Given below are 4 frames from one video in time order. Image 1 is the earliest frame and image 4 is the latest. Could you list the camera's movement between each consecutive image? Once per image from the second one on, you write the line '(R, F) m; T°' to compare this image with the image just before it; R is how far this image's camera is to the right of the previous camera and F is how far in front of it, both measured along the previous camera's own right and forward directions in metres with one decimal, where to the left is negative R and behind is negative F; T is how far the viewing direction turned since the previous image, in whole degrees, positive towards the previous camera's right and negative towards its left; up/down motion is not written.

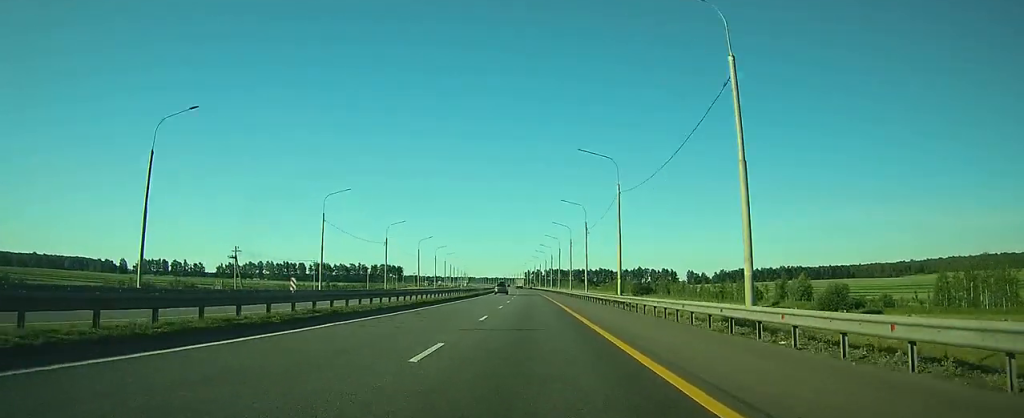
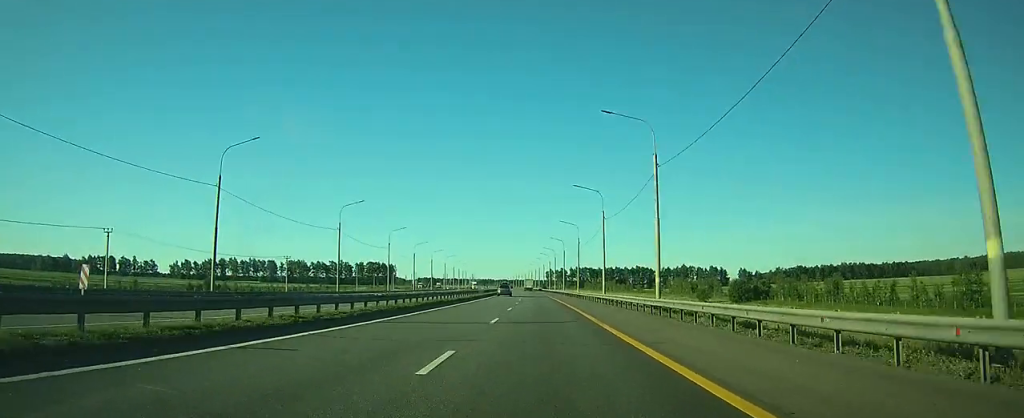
(-1.2, +109.2) m; -1°
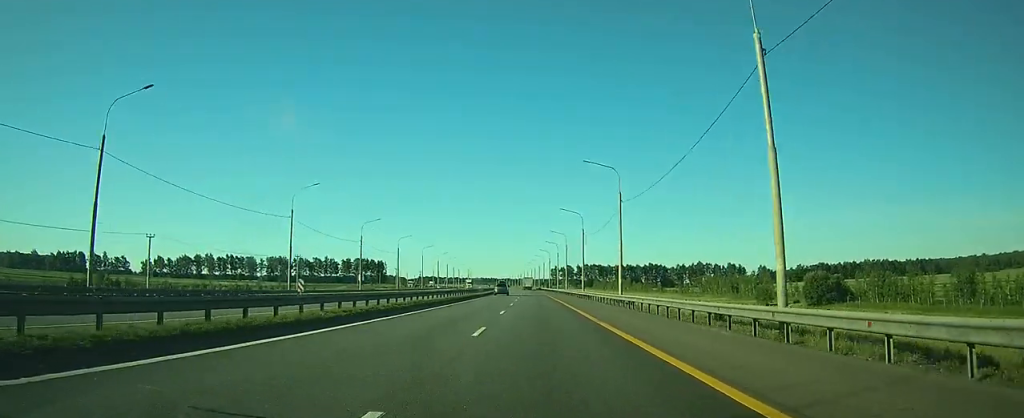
(-0.2, +41.7) m; -1°
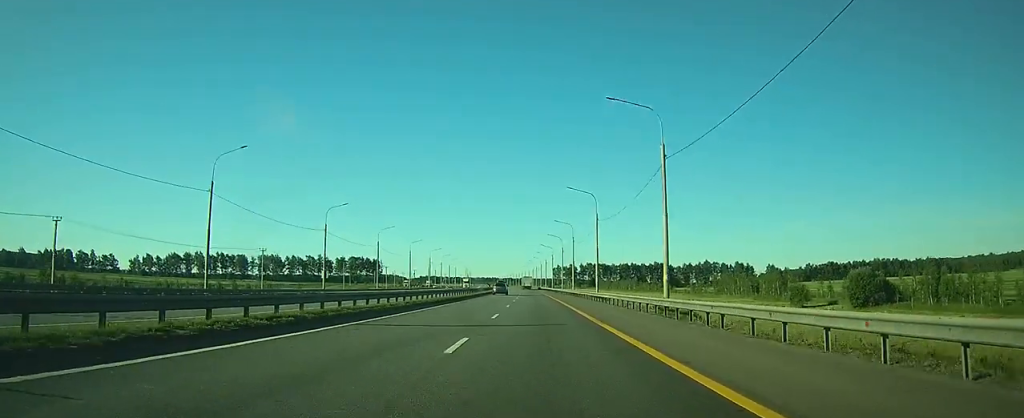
(0.0, +15.9) m; 0°
